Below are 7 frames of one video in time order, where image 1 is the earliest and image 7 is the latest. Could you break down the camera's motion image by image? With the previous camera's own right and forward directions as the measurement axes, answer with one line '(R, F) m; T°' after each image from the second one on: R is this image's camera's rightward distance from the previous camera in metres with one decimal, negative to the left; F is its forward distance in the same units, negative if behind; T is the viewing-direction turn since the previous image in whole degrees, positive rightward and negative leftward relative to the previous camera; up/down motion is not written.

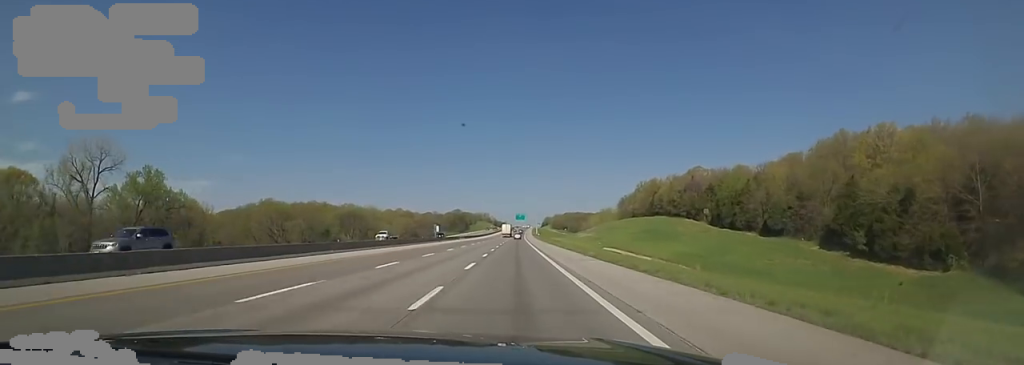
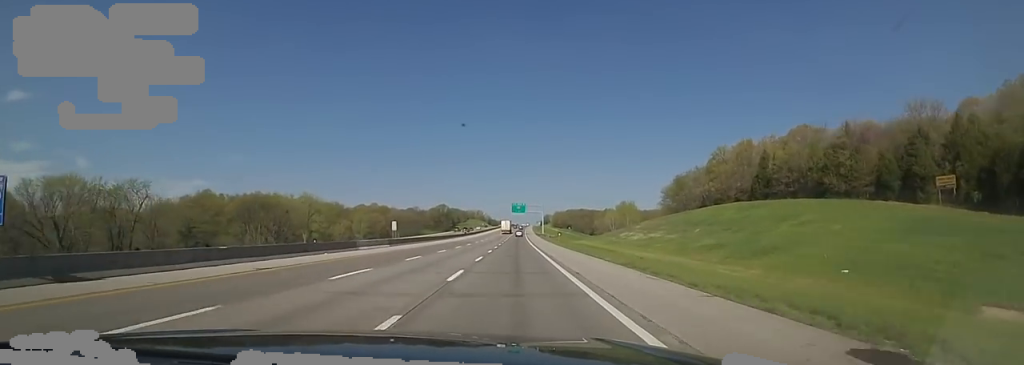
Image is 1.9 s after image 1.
(-0.1, +64.9) m; 0°
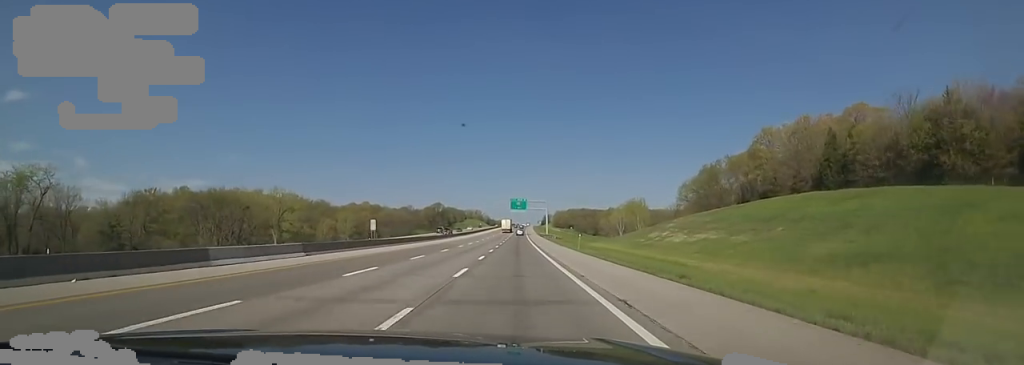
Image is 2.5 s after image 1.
(+0.2, +19.0) m; 0°
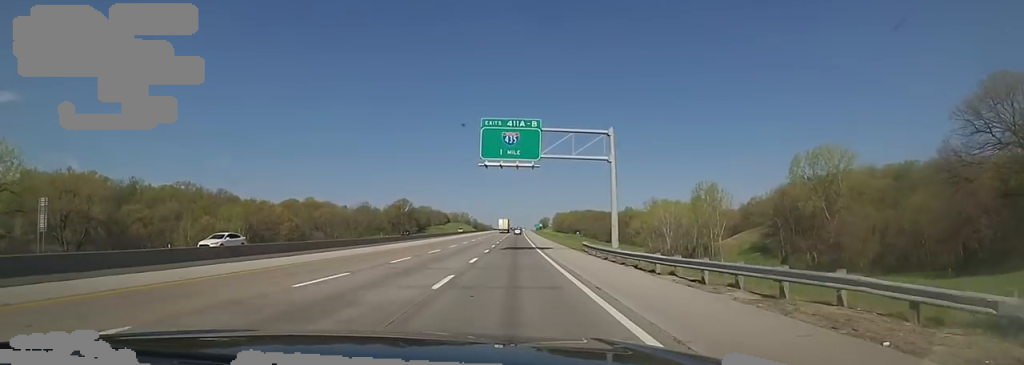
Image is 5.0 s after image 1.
(+1.6, +81.7) m; +3°
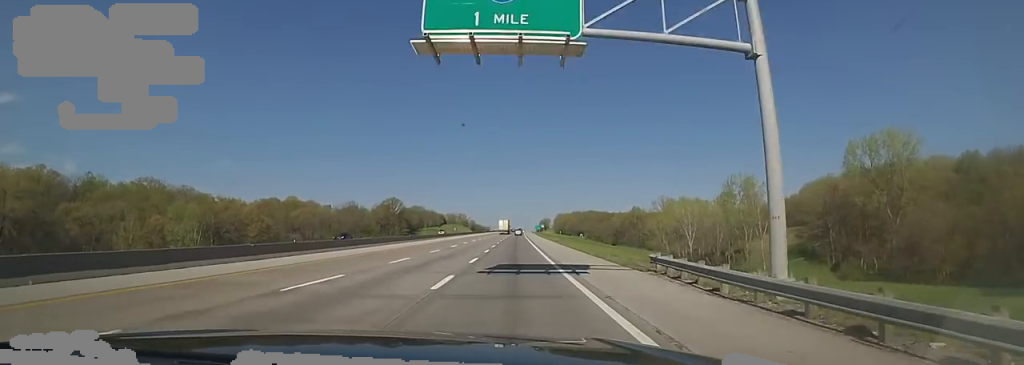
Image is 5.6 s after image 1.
(0.0, +19.8) m; -1°
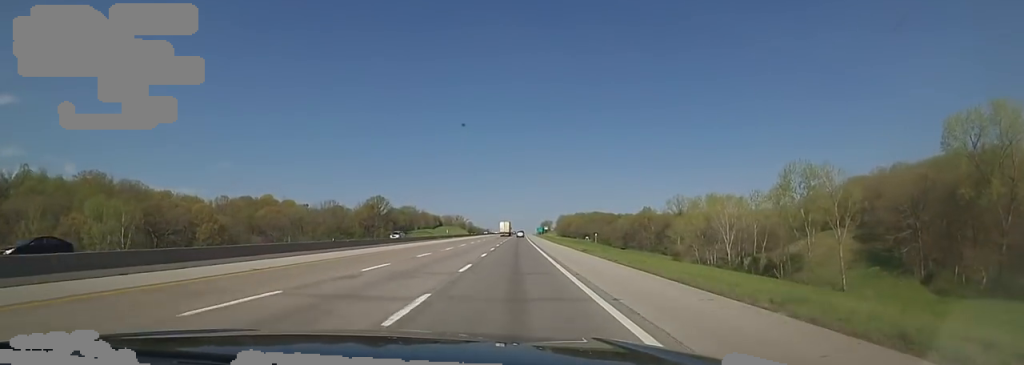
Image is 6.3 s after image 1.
(+0.2, +24.3) m; -2°
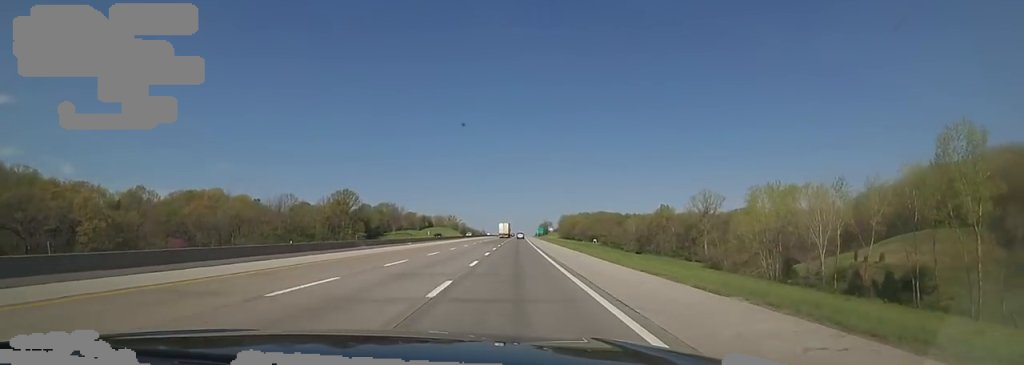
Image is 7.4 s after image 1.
(-1.2, +36.6) m; 0°
